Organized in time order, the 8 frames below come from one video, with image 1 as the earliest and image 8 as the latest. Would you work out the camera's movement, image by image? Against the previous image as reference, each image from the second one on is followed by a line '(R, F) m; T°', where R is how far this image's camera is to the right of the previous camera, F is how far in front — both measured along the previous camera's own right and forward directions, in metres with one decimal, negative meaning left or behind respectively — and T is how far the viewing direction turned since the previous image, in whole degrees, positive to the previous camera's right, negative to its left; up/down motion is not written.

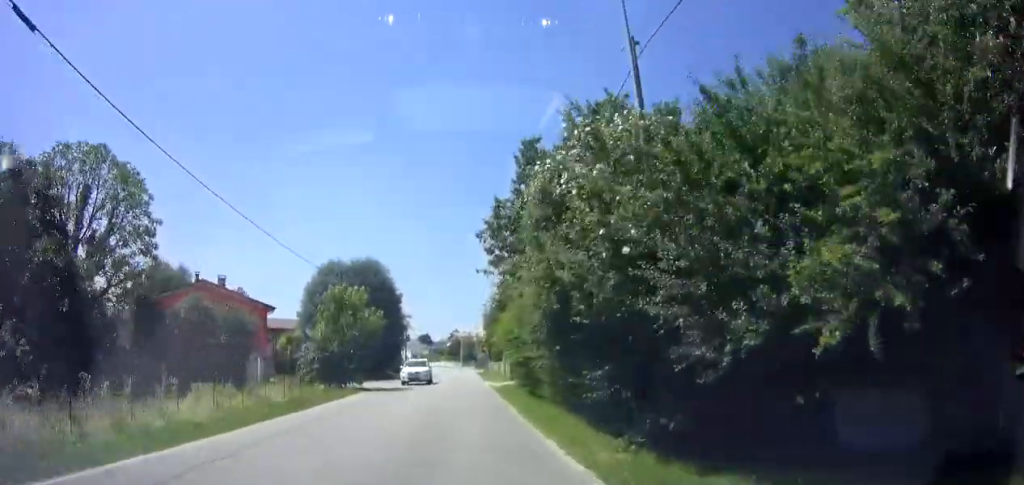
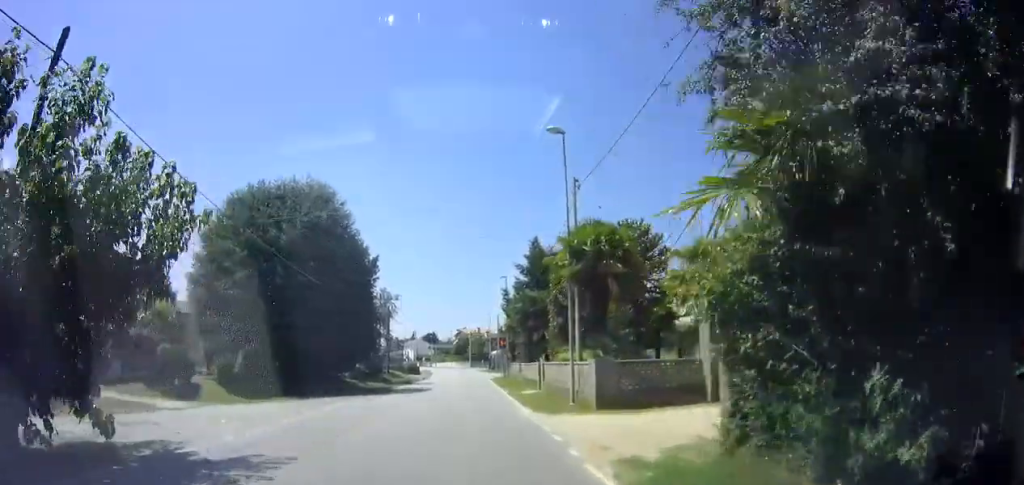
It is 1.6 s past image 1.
(+0.1, +23.1) m; +2°
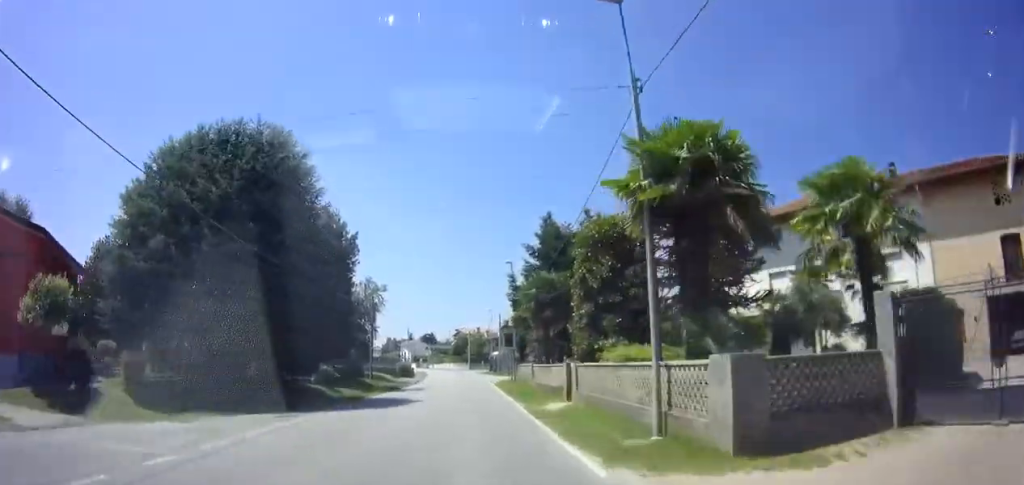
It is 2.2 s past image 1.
(0.0, +7.5) m; 0°
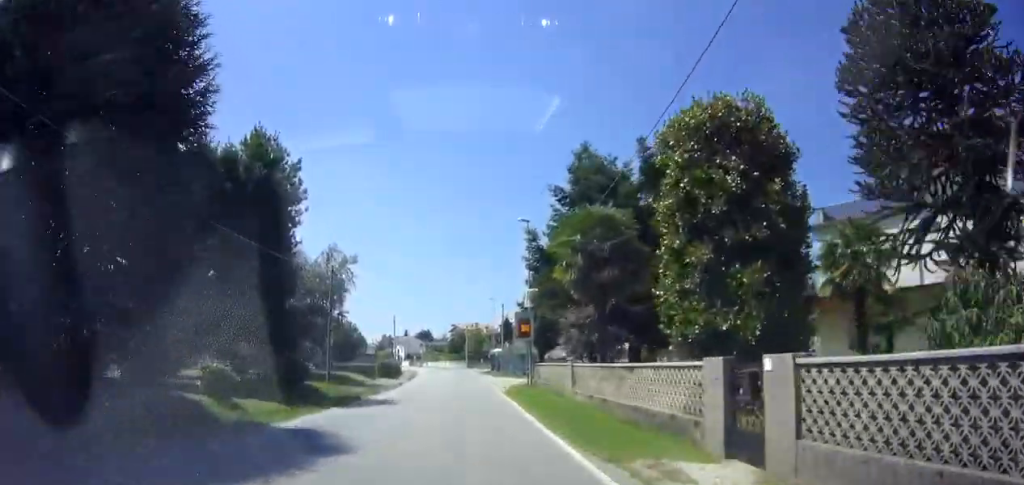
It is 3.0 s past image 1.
(0.0, +11.7) m; 0°
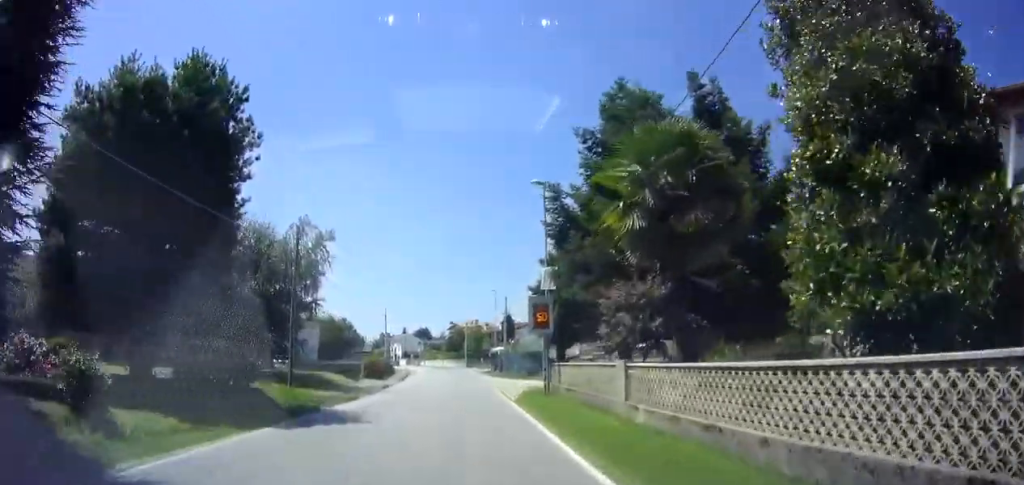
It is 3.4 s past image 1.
(0.0, +6.1) m; 0°
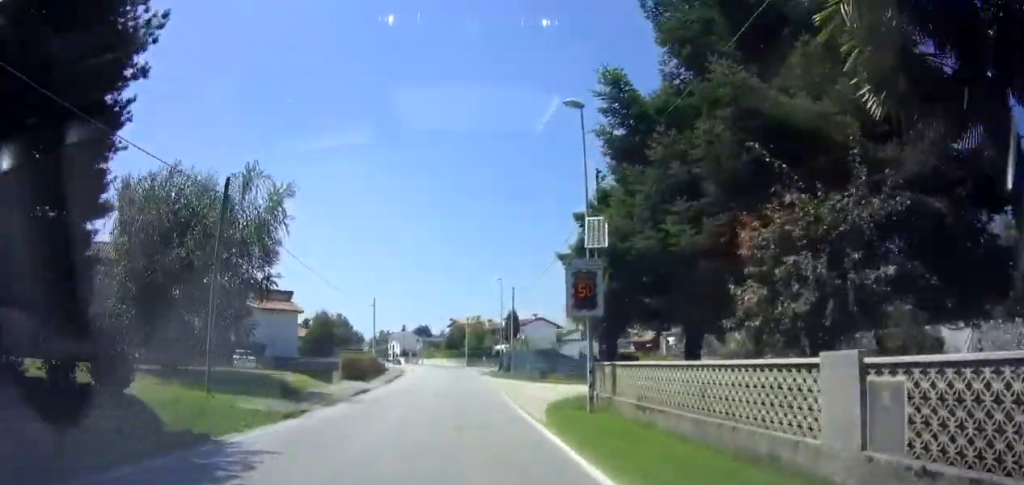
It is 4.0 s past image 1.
(0.0, +7.5) m; 0°
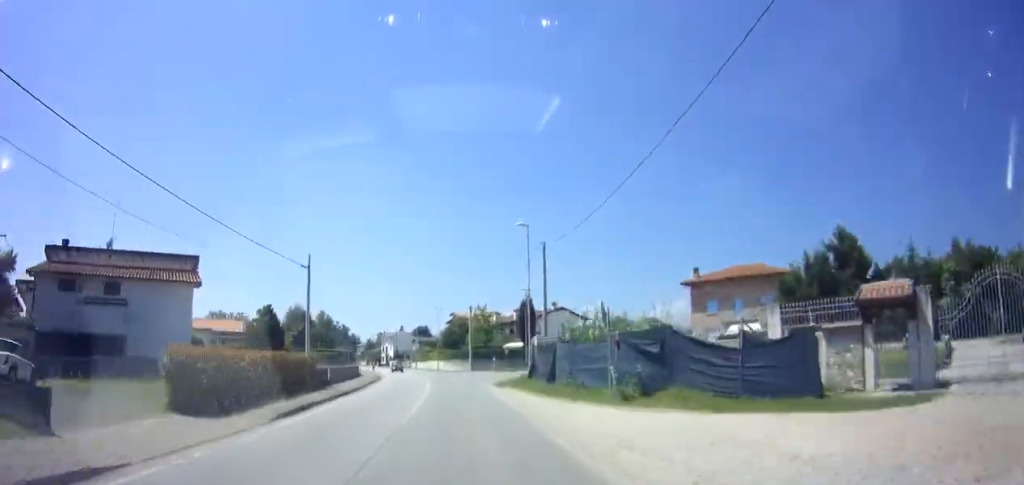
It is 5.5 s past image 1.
(0.0, +21.0) m; -1°
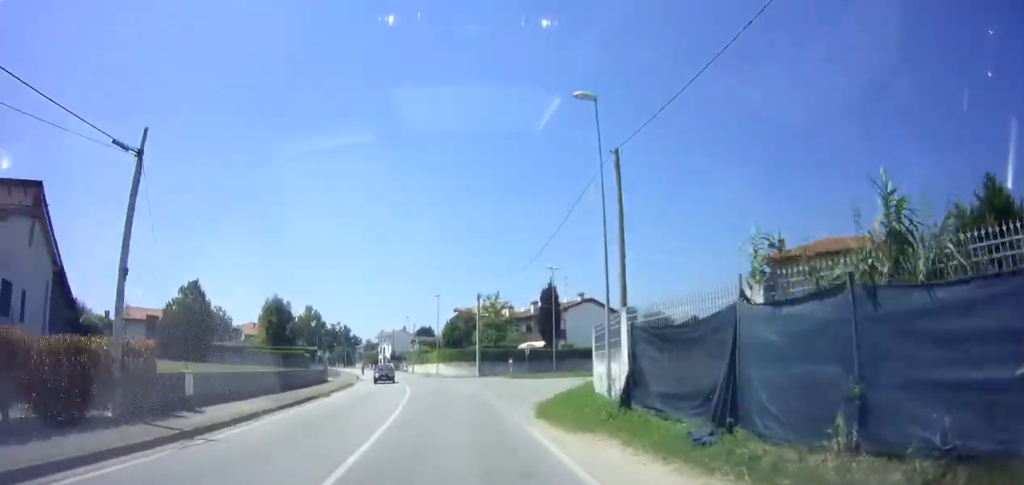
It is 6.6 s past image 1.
(-0.3, +15.7) m; -3°
